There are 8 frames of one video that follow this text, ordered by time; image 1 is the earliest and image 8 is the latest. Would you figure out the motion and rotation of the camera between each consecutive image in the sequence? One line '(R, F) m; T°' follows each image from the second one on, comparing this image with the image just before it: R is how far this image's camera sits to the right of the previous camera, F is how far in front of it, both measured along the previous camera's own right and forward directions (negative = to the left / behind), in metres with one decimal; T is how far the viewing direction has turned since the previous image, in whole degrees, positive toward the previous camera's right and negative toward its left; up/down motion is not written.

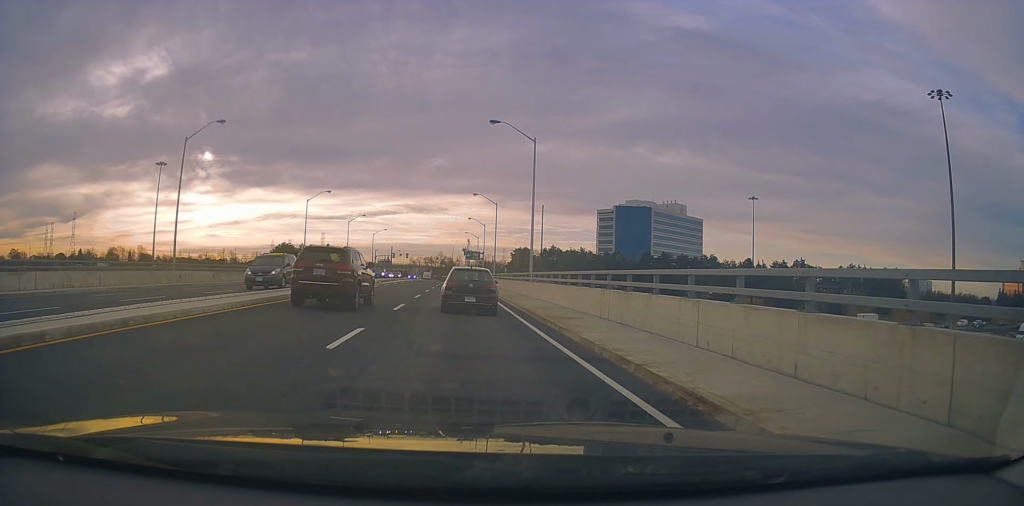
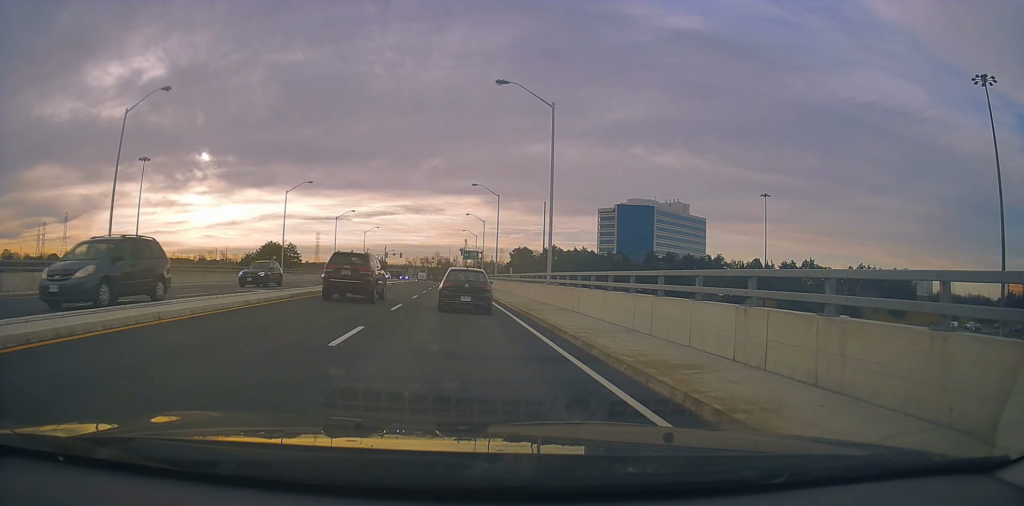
(+0.1, +8.7) m; 0°
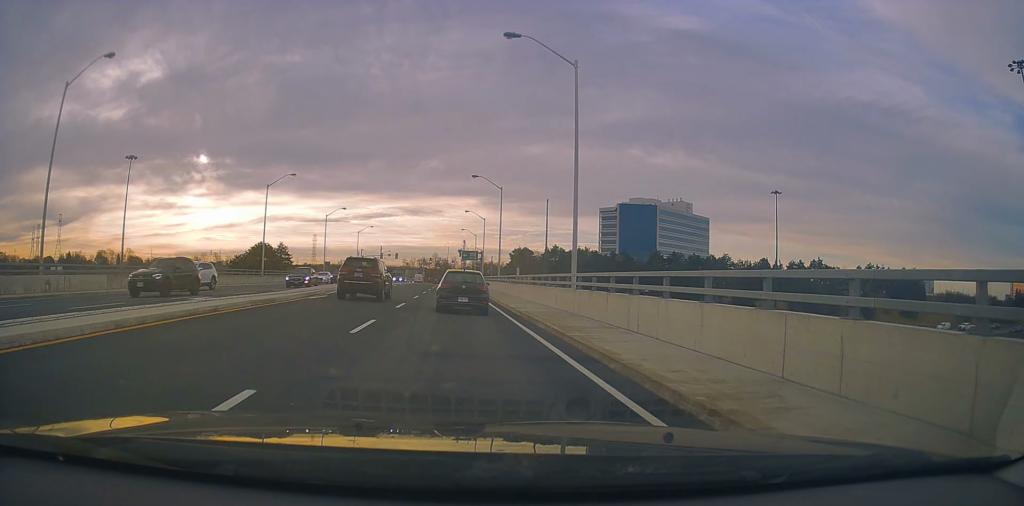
(0.0, +6.2) m; +1°
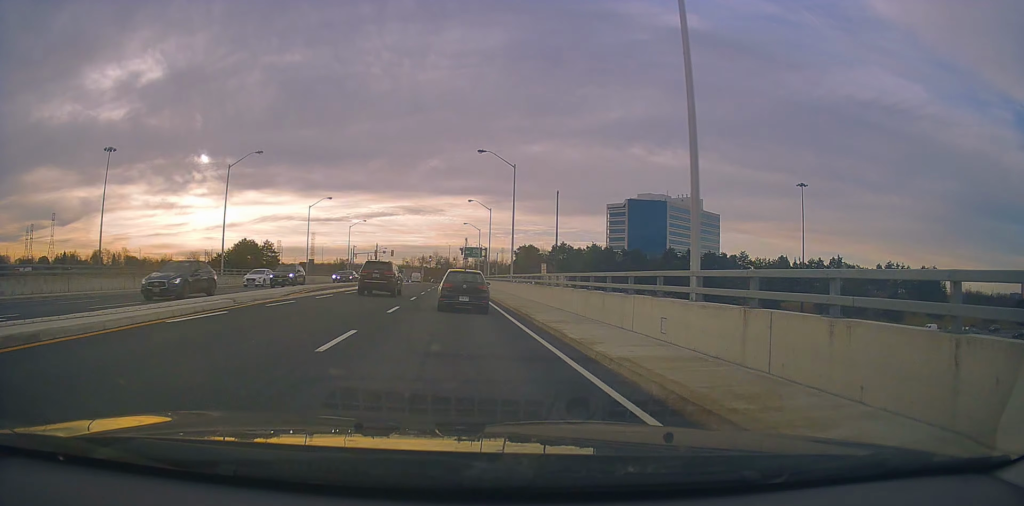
(0.0, +11.2) m; +1°
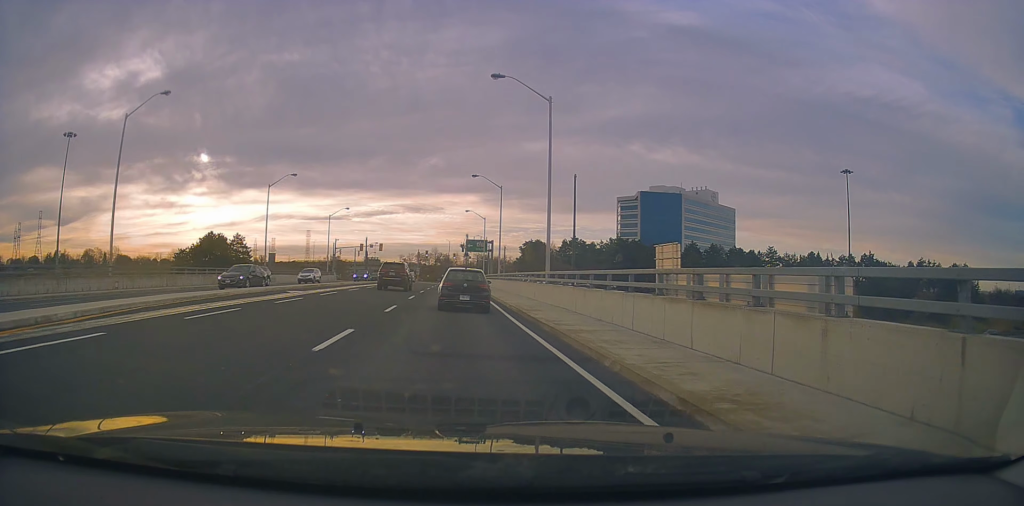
(+0.1, +17.0) m; -1°
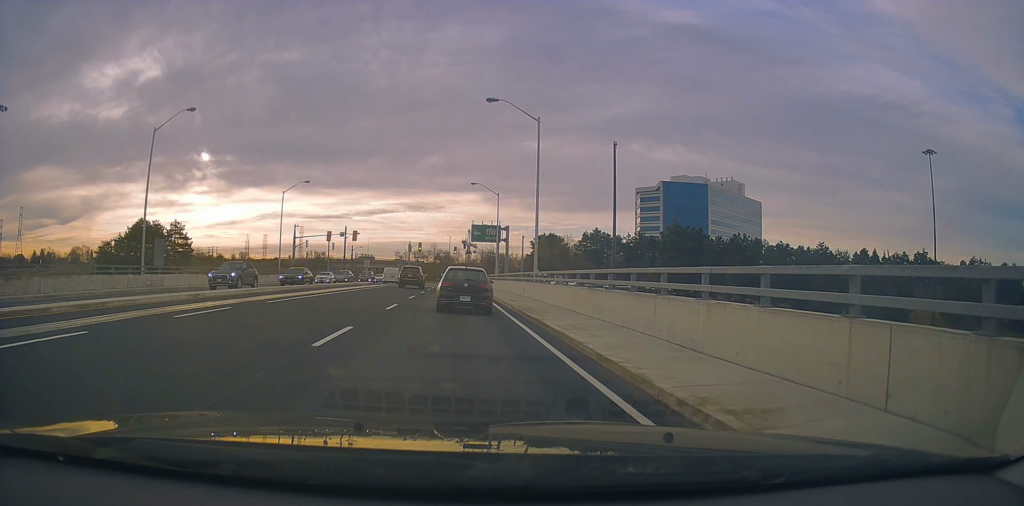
(-0.4, +26.6) m; 0°
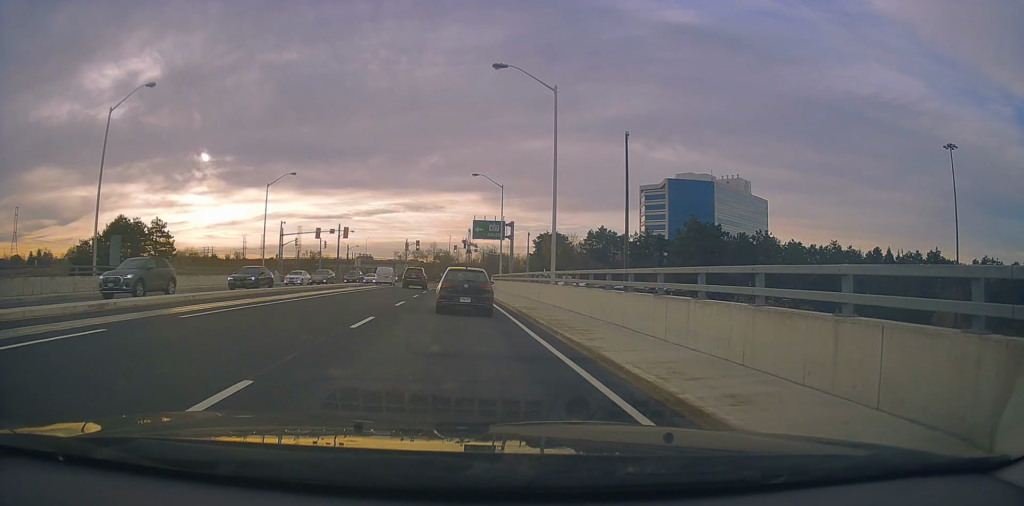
(-0.1, +6.2) m; +1°
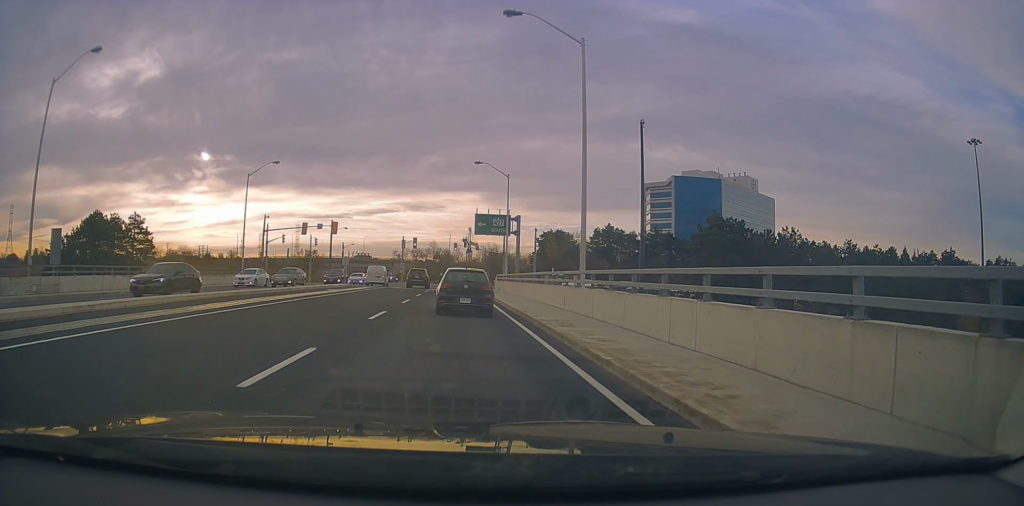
(0.0, +6.1) m; 0°
